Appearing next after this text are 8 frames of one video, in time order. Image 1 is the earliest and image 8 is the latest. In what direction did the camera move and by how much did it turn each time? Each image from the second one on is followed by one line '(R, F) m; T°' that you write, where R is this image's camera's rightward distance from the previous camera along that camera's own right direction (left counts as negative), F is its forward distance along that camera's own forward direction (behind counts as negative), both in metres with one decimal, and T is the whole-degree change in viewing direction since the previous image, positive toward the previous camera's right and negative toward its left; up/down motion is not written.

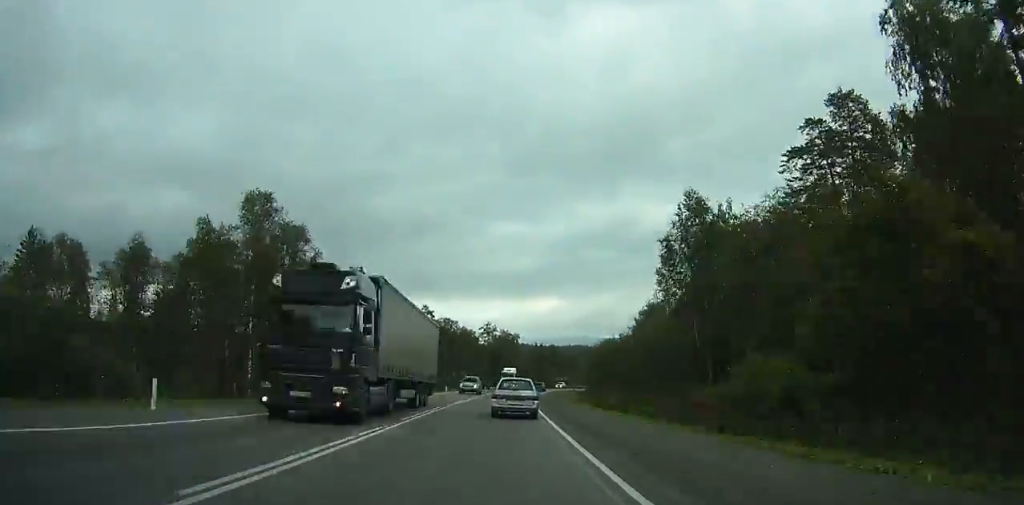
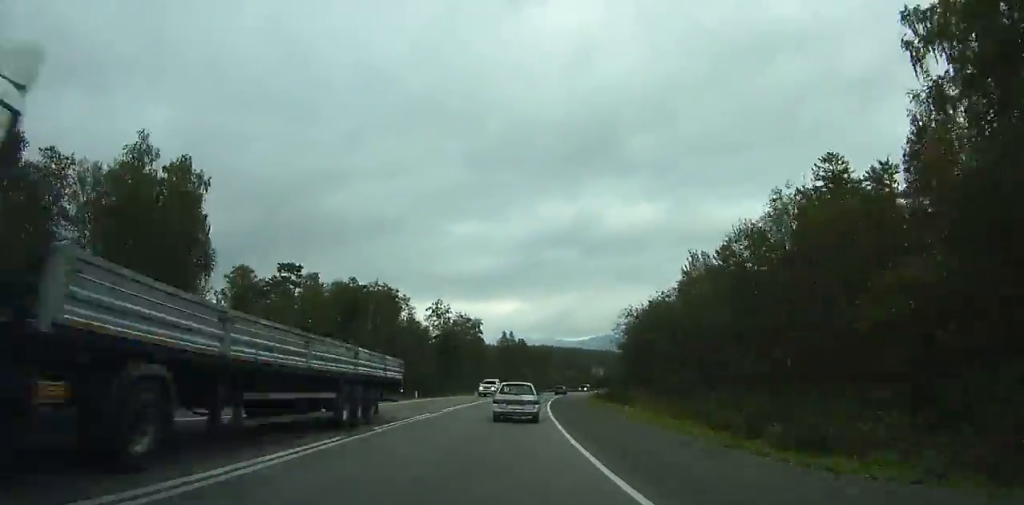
(+3.9, +49.5) m; +2°
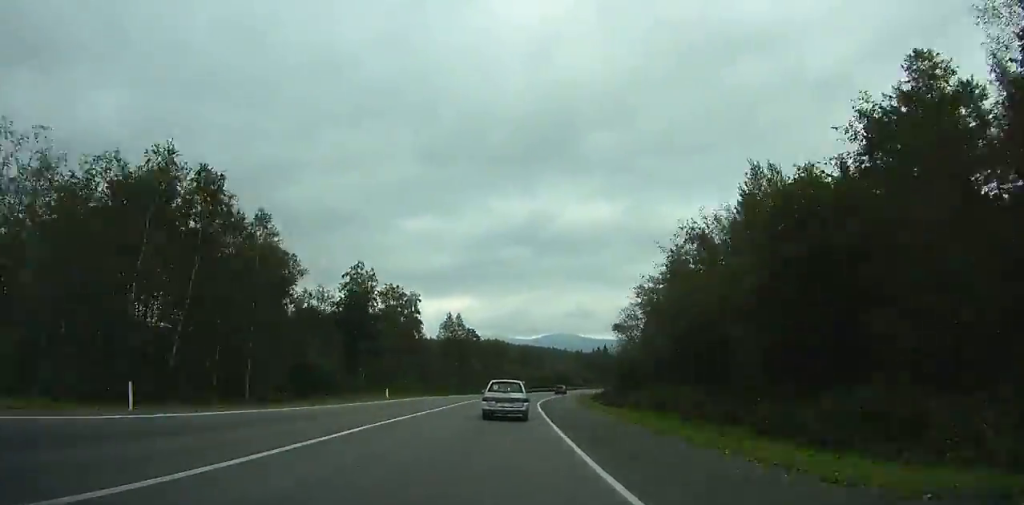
(-4.9, +35.4) m; -5°
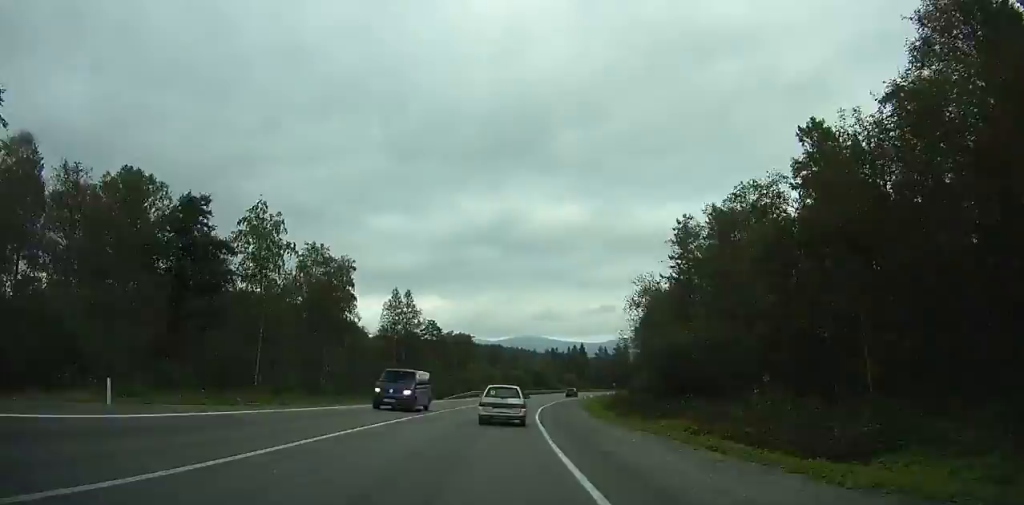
(+1.6, +28.9) m; +4°
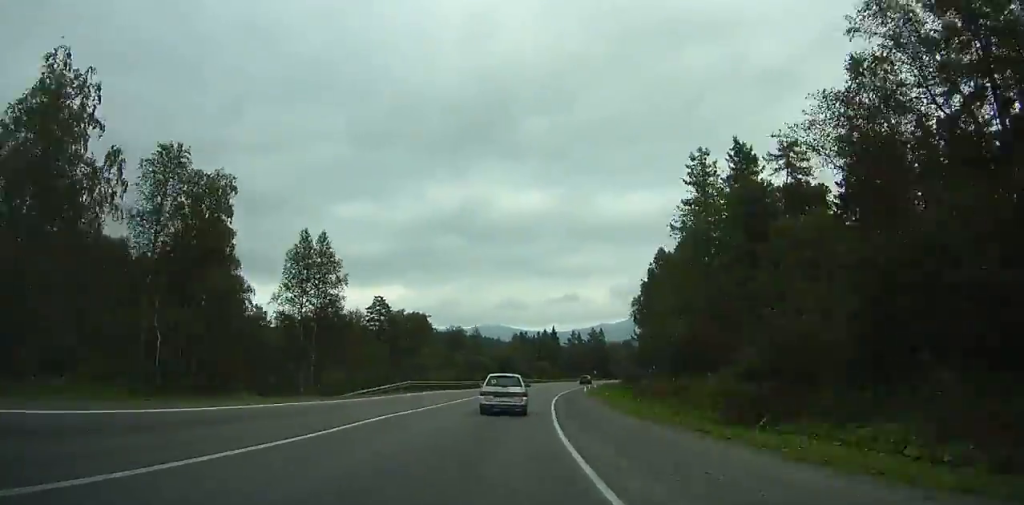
(-0.1, +28.9) m; +4°
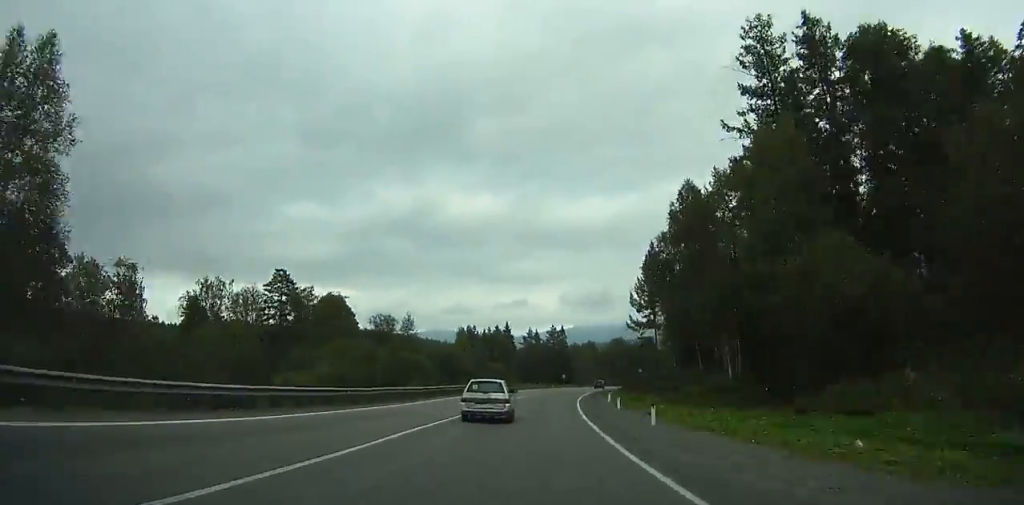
(+2.4, +36.7) m; +6°
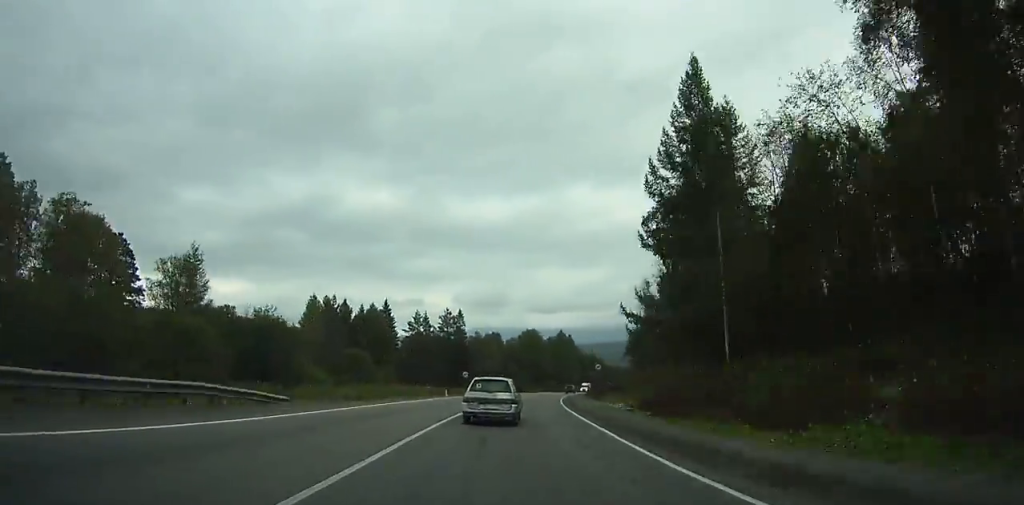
(+3.5, +50.7) m; +8°
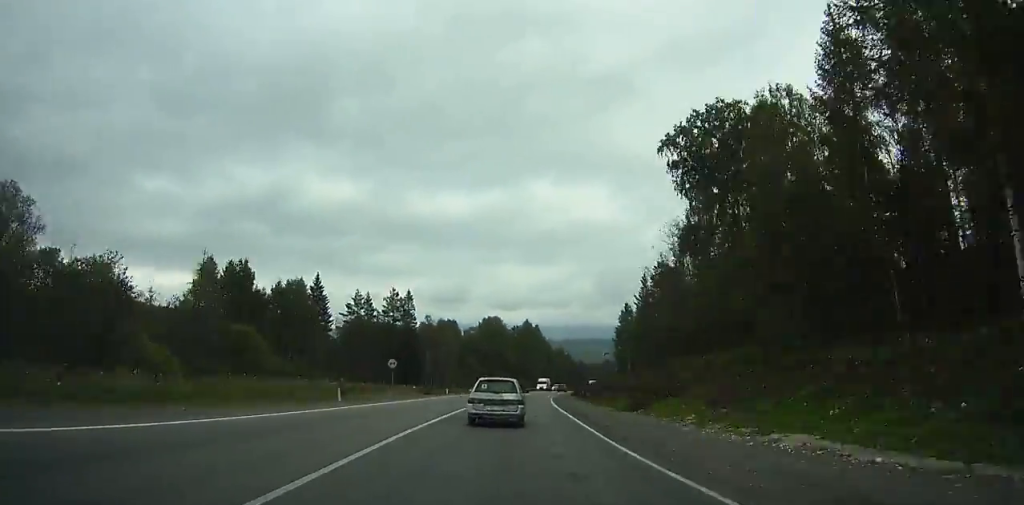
(+0.8, +26.4) m; +5°
